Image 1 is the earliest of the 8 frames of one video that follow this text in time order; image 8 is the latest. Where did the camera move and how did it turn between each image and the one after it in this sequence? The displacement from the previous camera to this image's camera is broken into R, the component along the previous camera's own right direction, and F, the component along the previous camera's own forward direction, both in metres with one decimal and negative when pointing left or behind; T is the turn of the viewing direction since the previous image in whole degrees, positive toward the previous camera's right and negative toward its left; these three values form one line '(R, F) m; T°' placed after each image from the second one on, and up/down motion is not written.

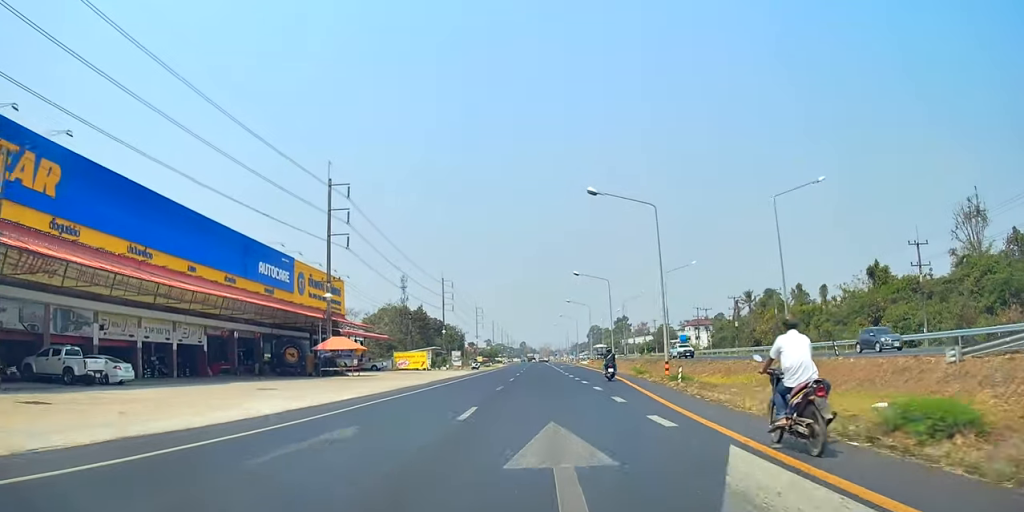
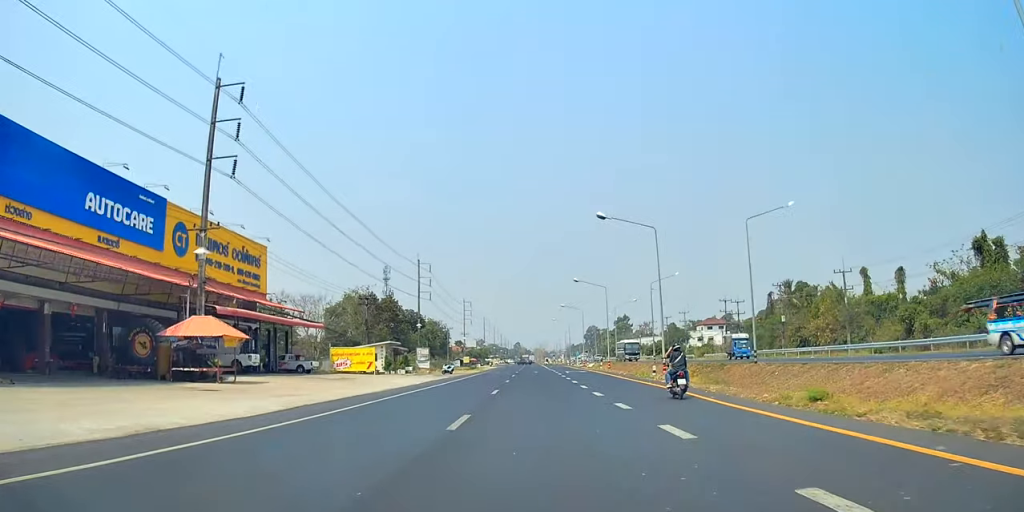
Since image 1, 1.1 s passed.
(+0.2, +25.6) m; 0°
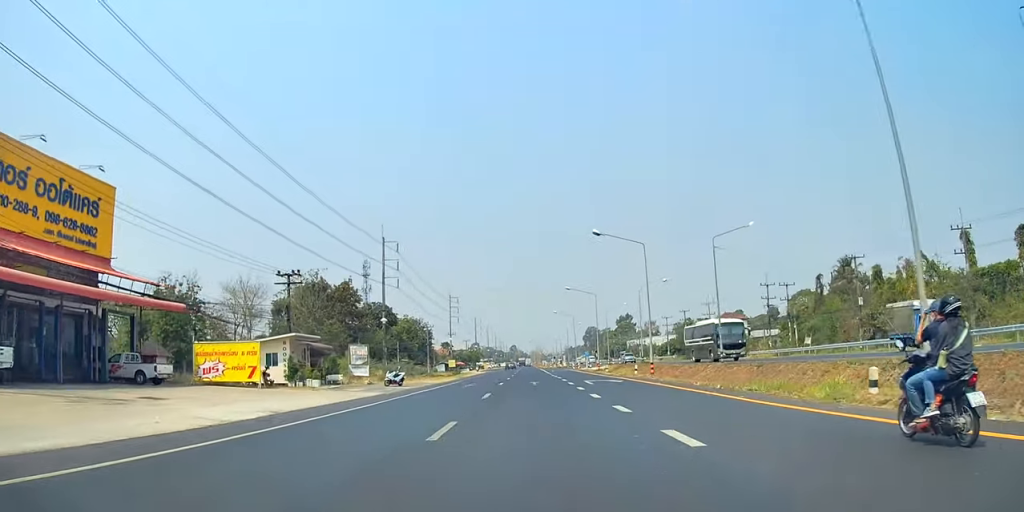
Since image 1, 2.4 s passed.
(-0.2, +26.4) m; 0°
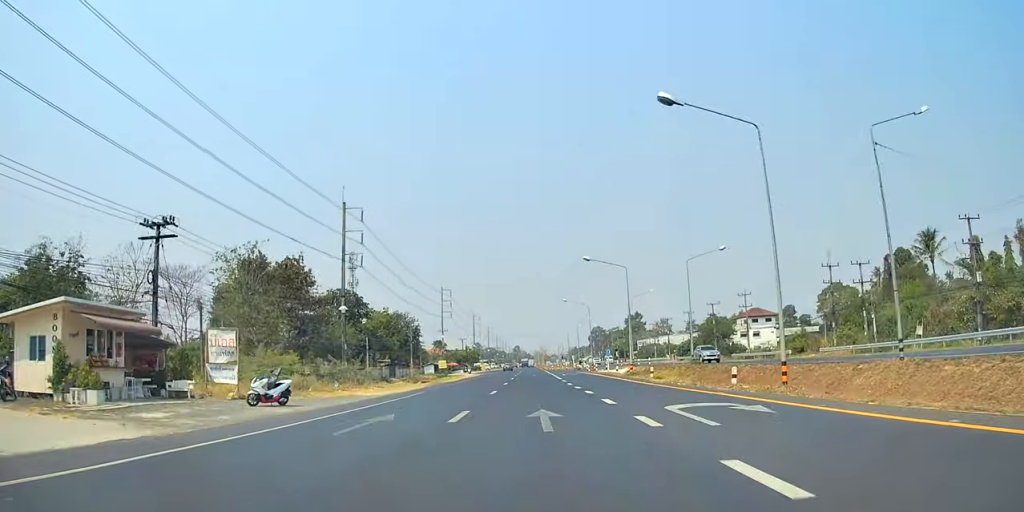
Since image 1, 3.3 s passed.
(+0.1, +21.0) m; +1°
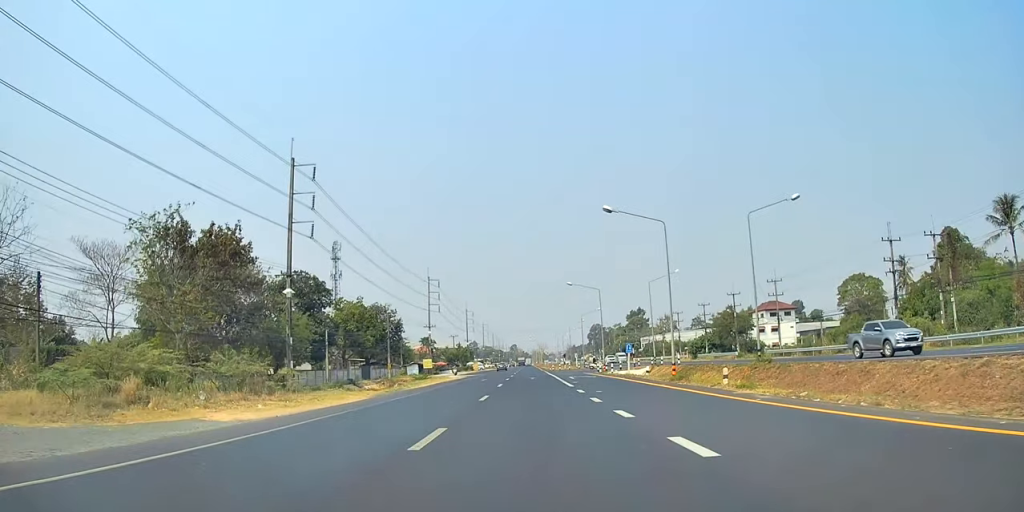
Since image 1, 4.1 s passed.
(+0.2, +16.2) m; 0°
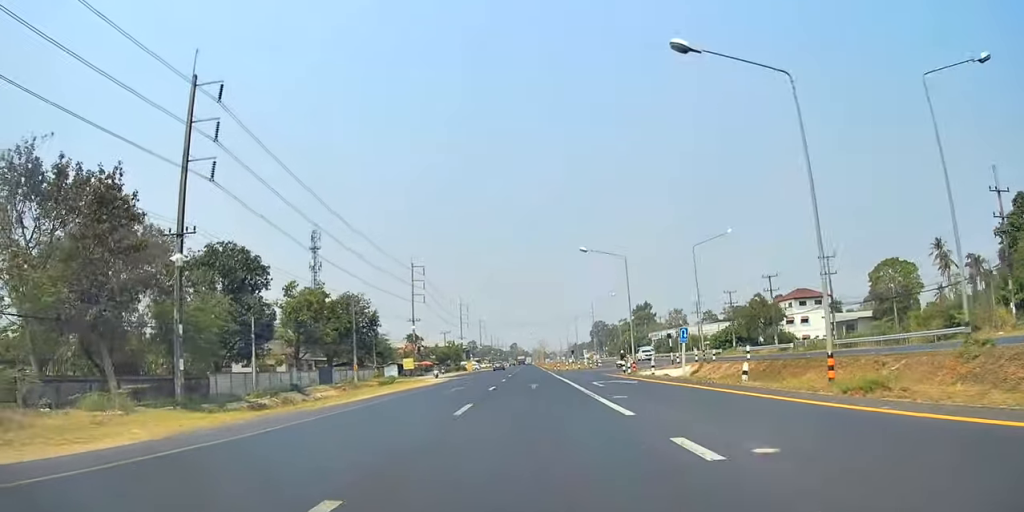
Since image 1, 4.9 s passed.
(-0.1, +18.3) m; 0°
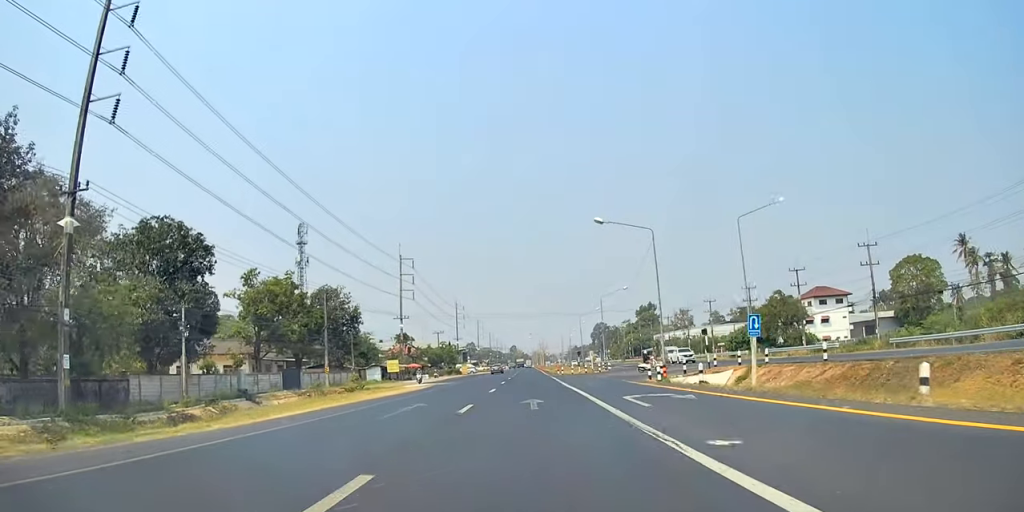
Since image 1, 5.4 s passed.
(-0.2, +11.1) m; 0°
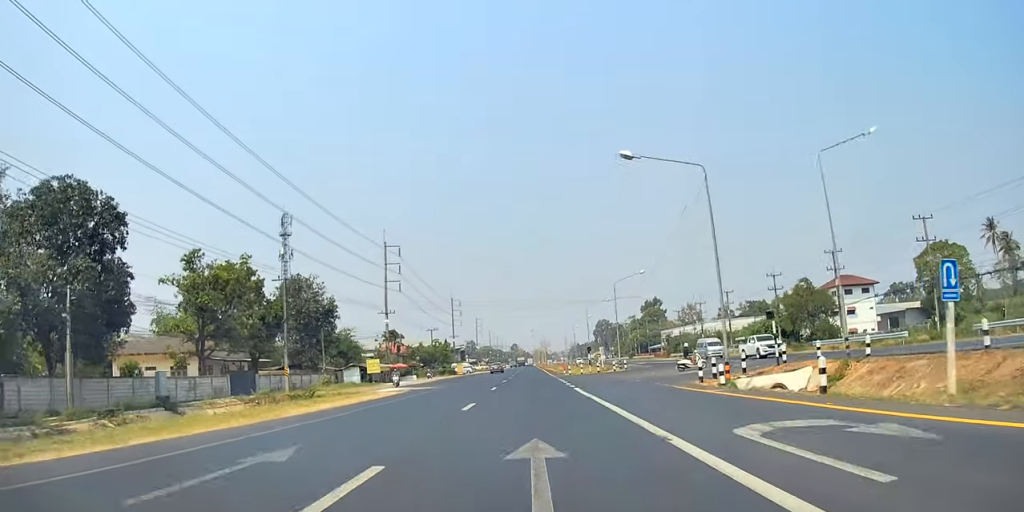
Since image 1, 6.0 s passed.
(+0.2, +11.7) m; 0°
